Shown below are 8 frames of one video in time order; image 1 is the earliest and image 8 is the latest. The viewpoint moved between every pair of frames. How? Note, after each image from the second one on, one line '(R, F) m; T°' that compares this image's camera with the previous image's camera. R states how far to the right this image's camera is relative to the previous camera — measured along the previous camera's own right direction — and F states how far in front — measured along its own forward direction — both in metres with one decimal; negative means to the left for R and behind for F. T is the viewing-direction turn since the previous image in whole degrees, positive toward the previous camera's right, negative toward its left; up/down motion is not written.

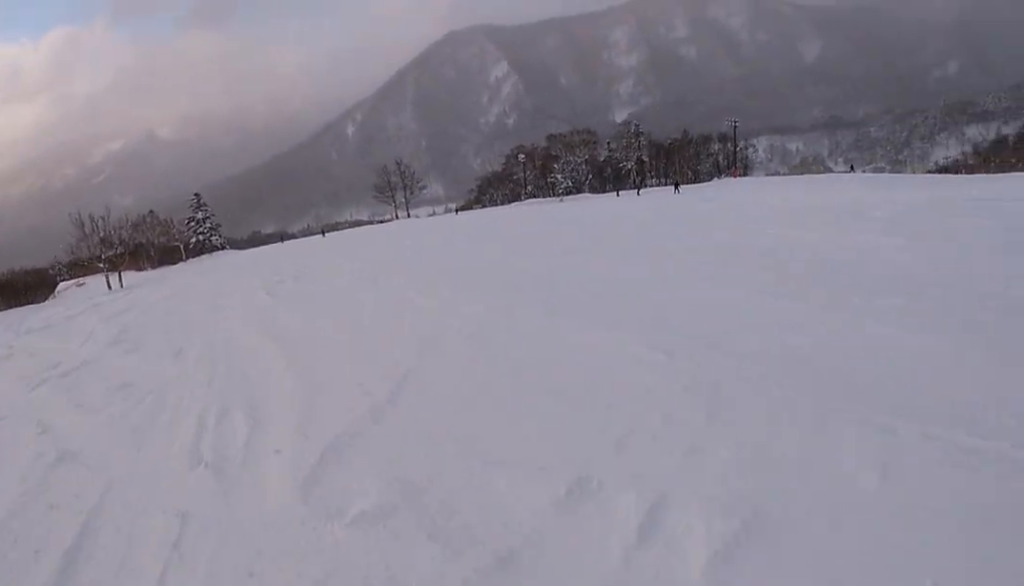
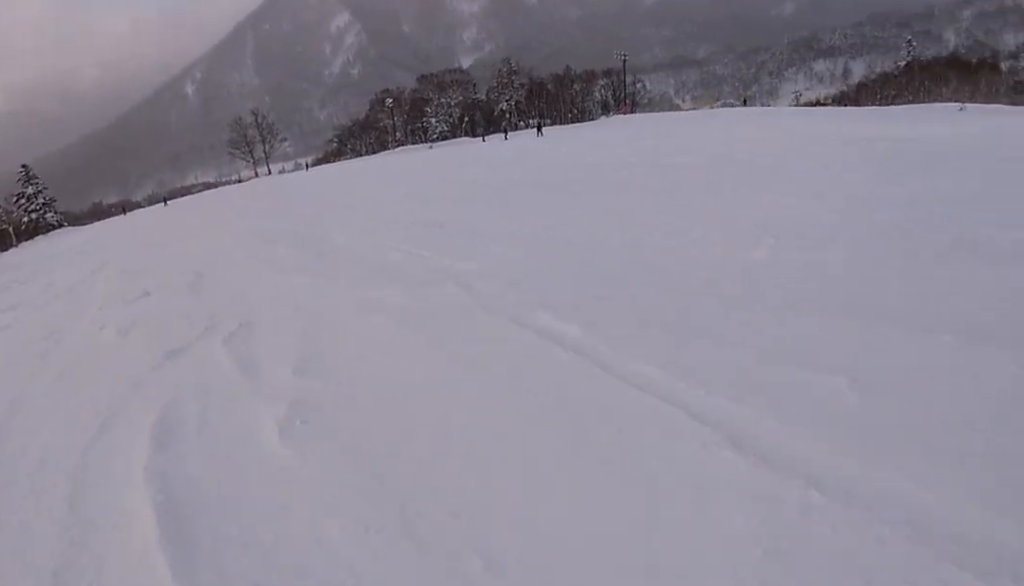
(+1.4, +12.0) m; +11°
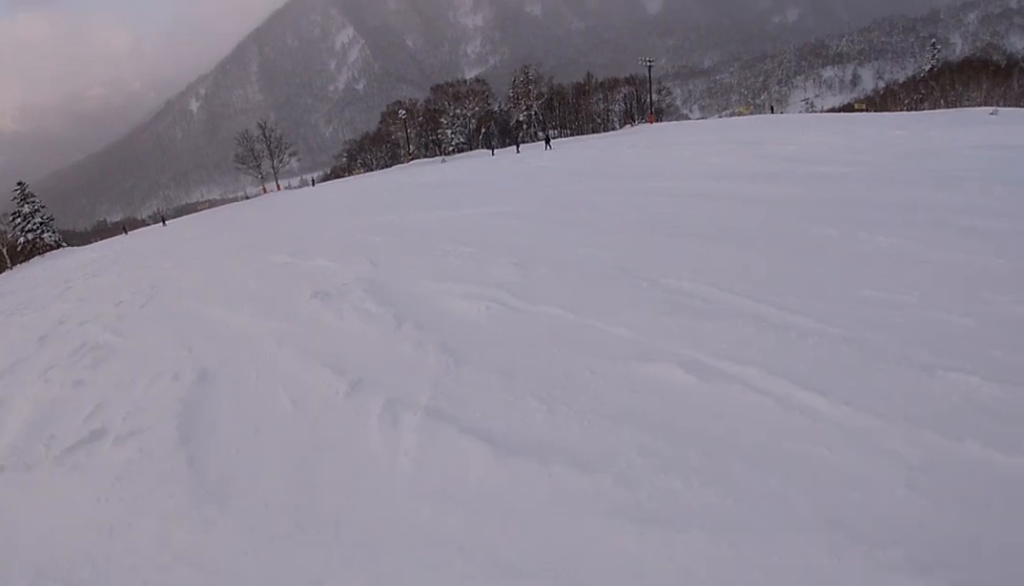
(-0.1, +5.5) m; +5°
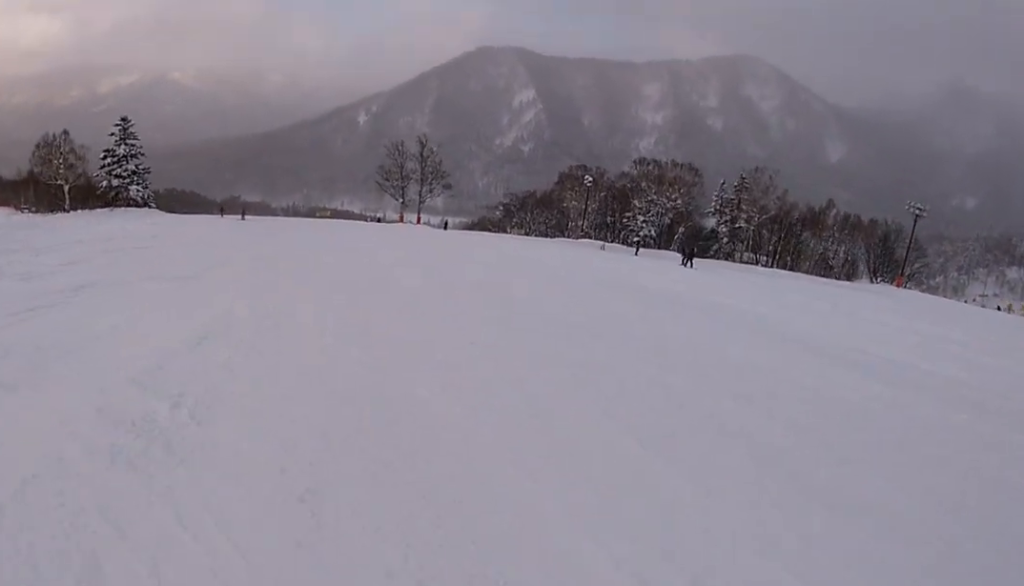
(+0.6, +22.2) m; -1°
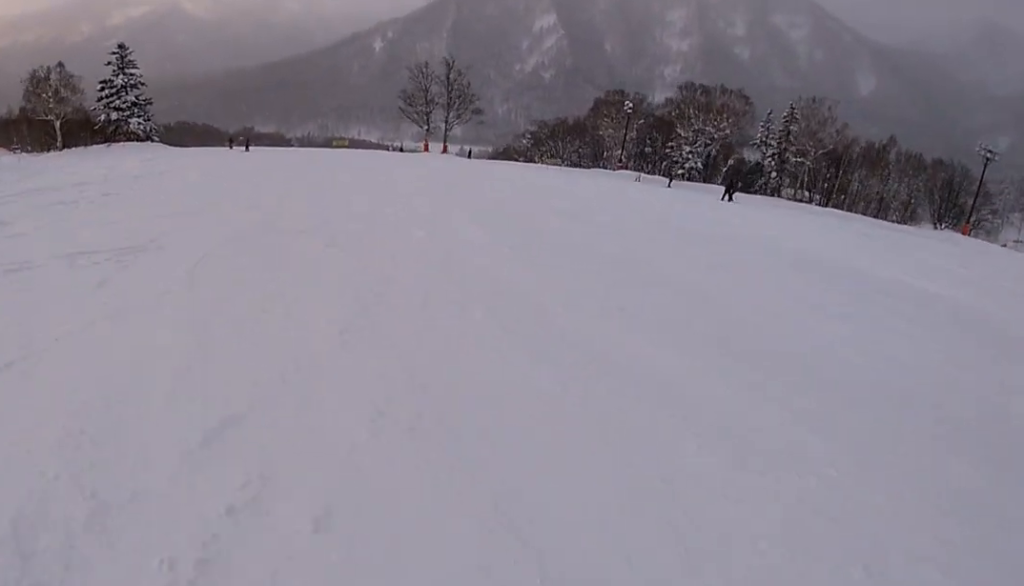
(+0.2, +5.9) m; -2°
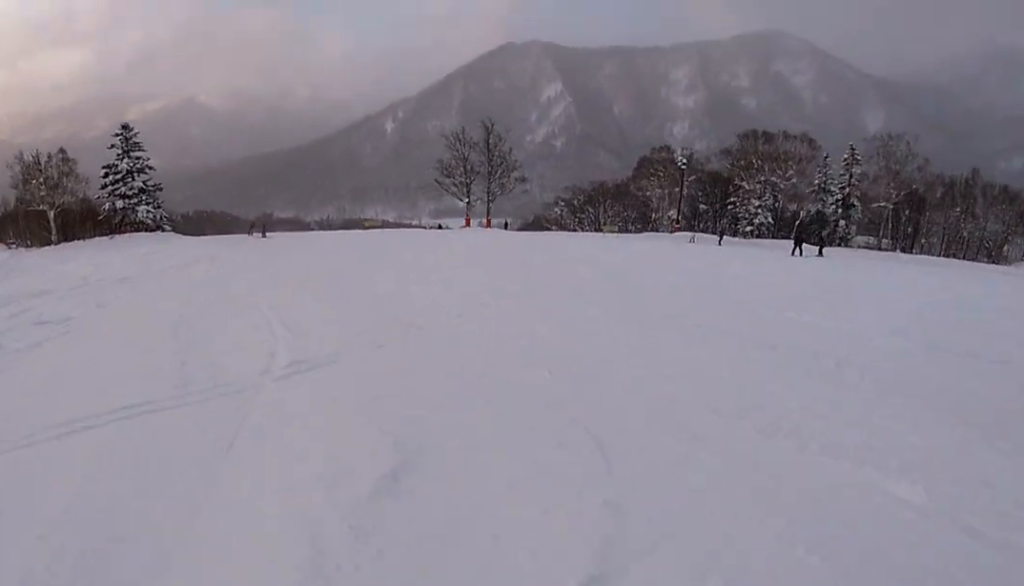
(0.0, +10.5) m; -4°
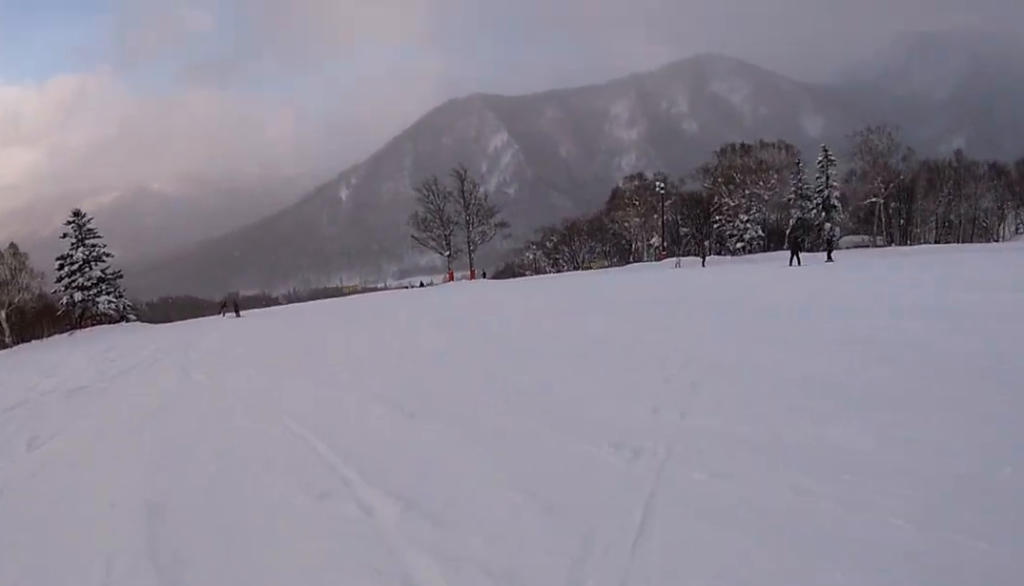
(-0.5, +5.4) m; -3°
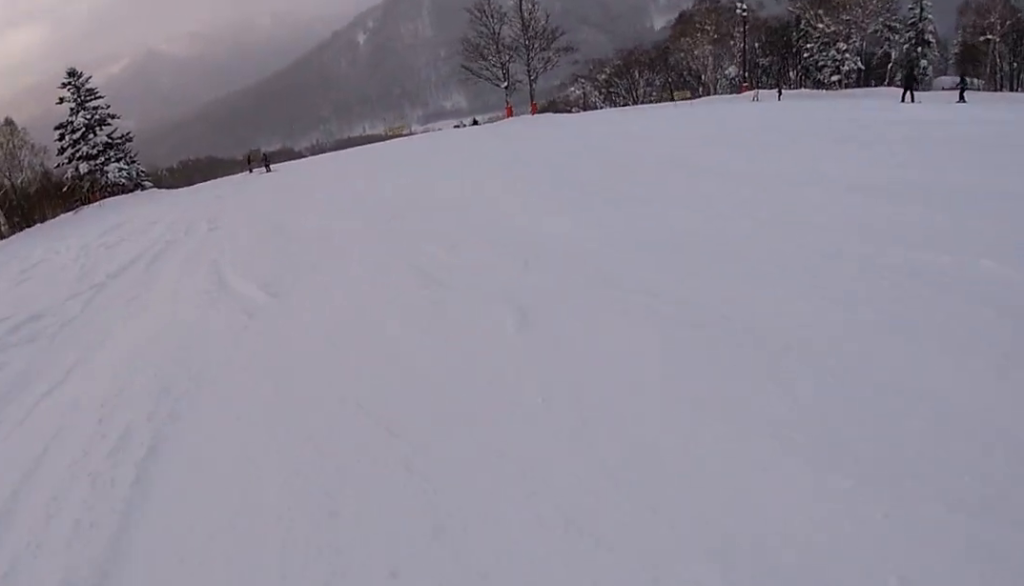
(-0.2, +8.0) m; +1°
